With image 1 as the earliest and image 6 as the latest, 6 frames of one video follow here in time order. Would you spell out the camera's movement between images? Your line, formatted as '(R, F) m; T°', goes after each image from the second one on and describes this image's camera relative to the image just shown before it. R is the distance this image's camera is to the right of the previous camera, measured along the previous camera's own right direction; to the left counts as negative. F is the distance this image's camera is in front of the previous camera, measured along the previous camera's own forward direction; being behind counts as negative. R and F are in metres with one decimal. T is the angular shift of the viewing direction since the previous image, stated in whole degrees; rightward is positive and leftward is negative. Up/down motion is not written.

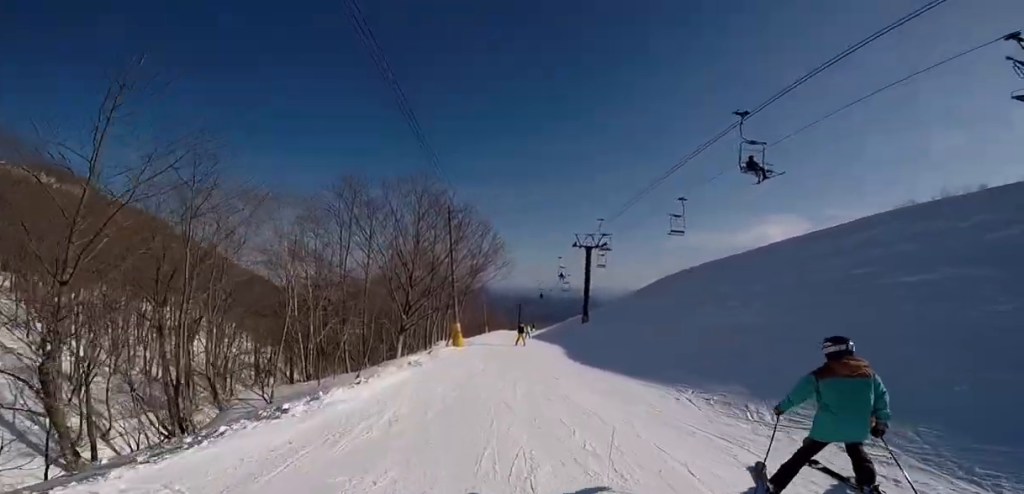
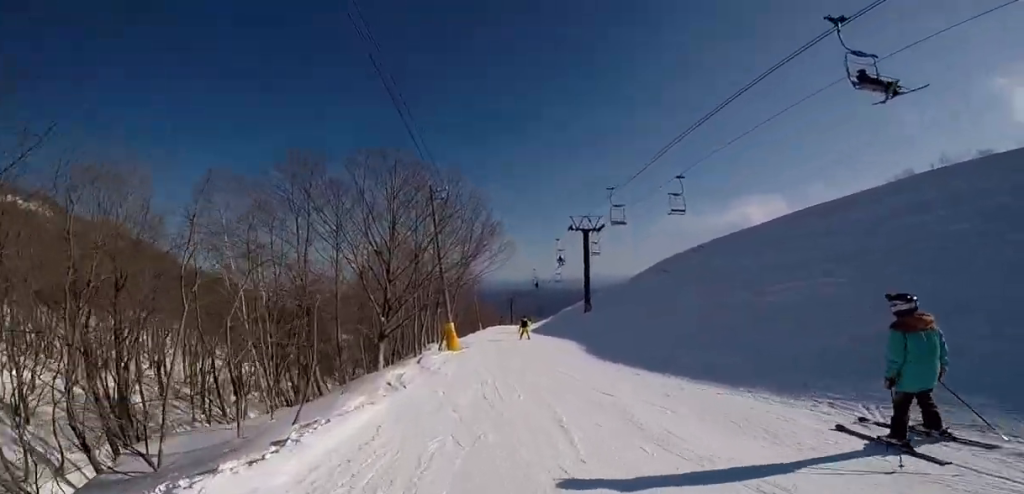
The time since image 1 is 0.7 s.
(+0.3, +4.2) m; +2°
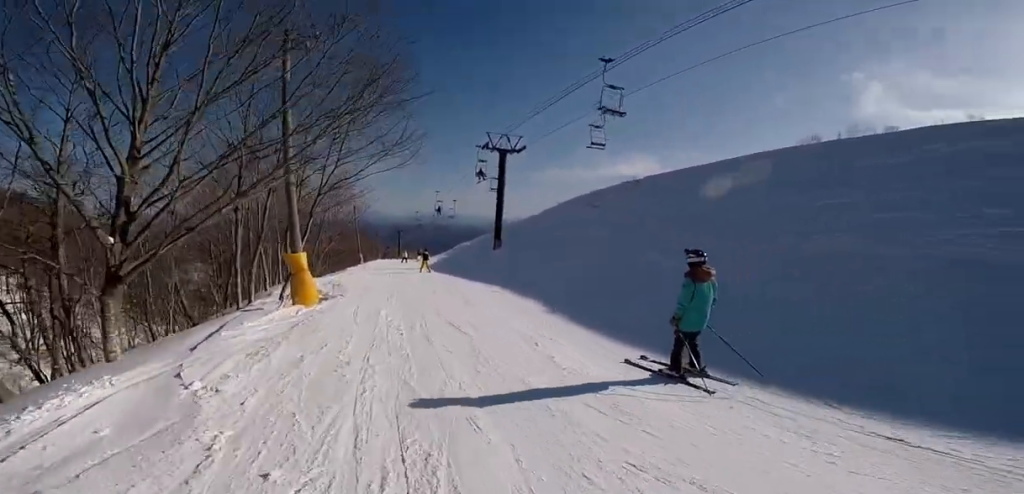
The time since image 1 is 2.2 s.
(-0.7, +8.3) m; -3°
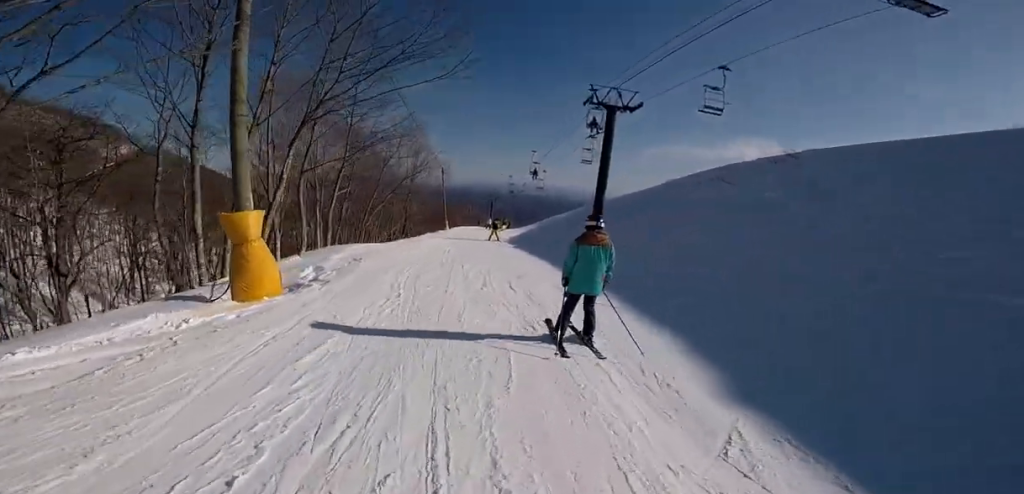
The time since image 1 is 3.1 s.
(+0.4, +5.8) m; -10°
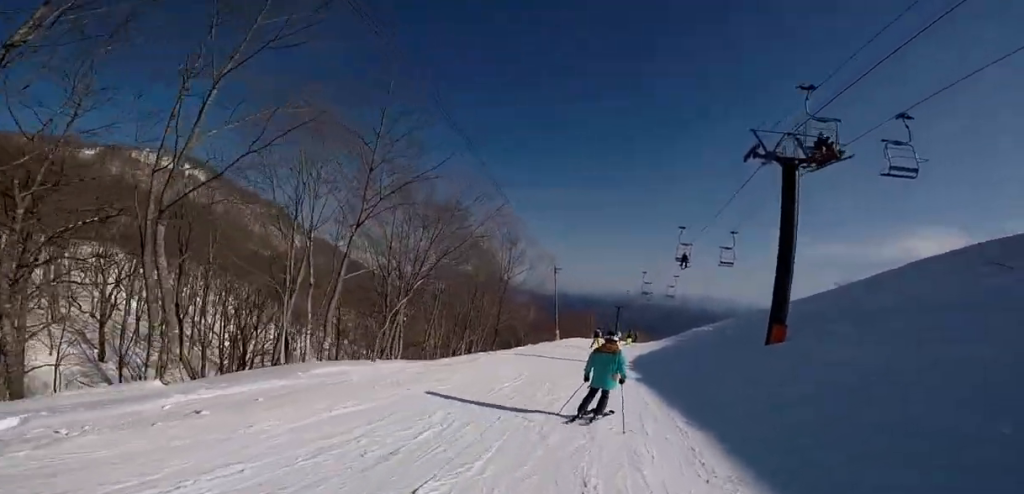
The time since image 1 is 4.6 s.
(-1.1, +8.3) m; +3°
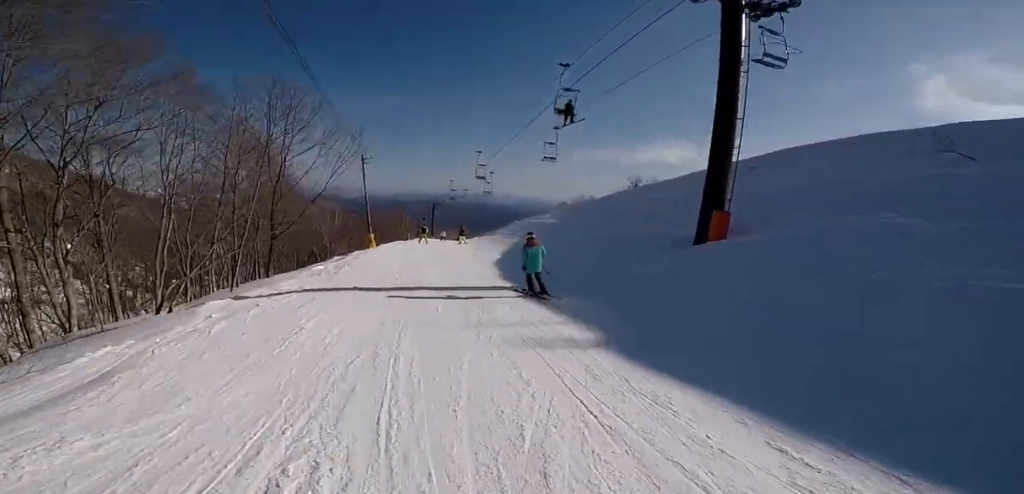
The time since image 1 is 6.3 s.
(+1.0, +9.2) m; +7°
